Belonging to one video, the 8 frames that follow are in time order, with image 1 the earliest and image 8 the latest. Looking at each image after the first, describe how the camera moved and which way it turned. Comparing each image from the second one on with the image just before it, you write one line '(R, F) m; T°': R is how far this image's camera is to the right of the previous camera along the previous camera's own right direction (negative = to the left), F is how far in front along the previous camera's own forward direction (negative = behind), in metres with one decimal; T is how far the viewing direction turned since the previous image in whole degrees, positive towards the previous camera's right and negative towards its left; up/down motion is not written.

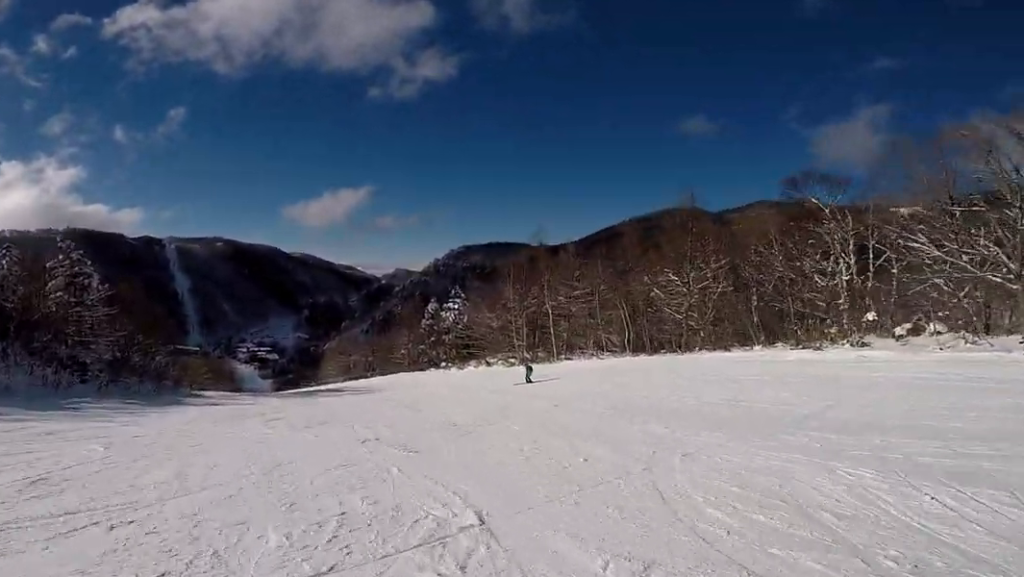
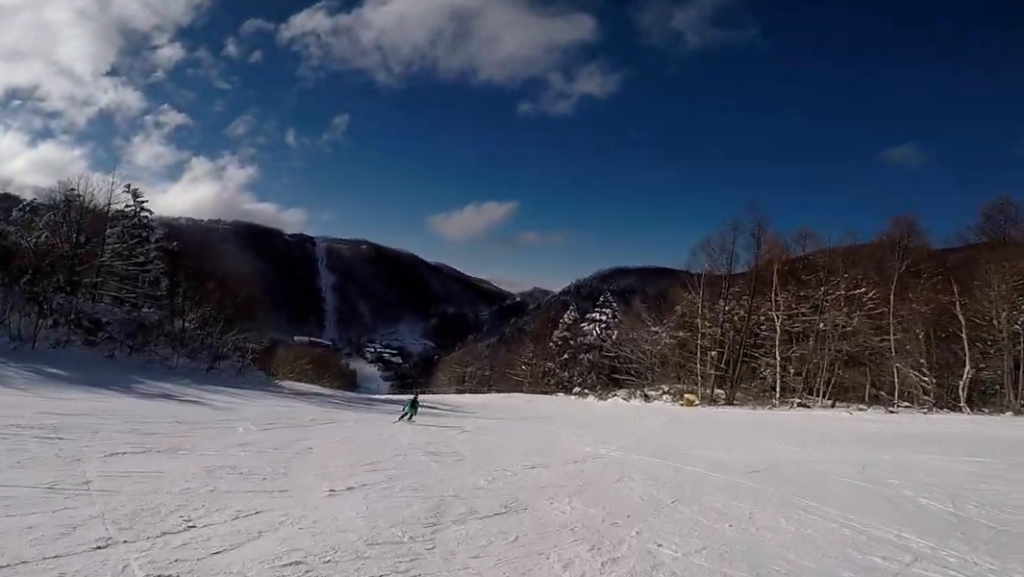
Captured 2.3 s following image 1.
(-2.3, +16.1) m; -21°
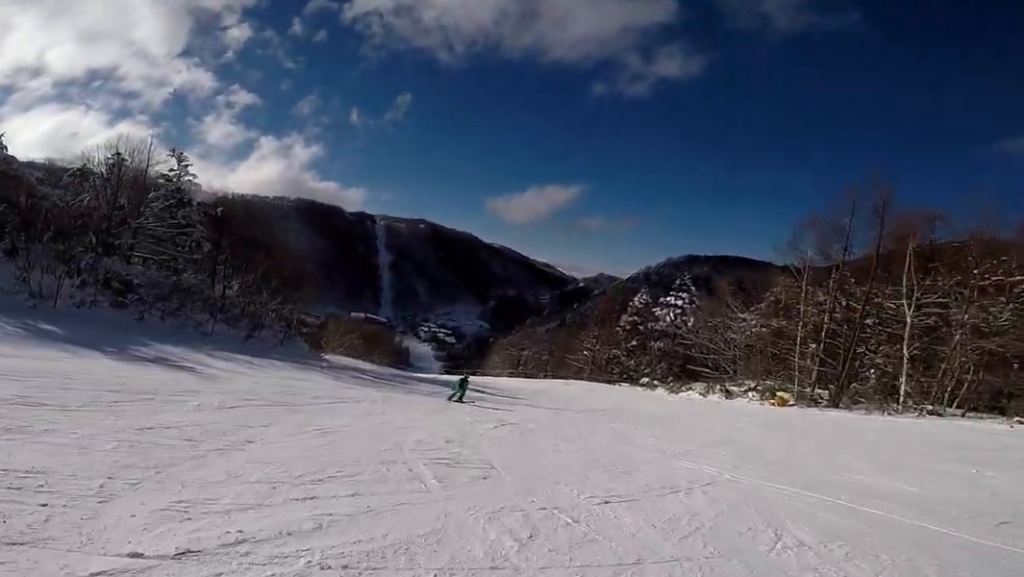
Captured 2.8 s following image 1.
(0.0, +3.6) m; +5°
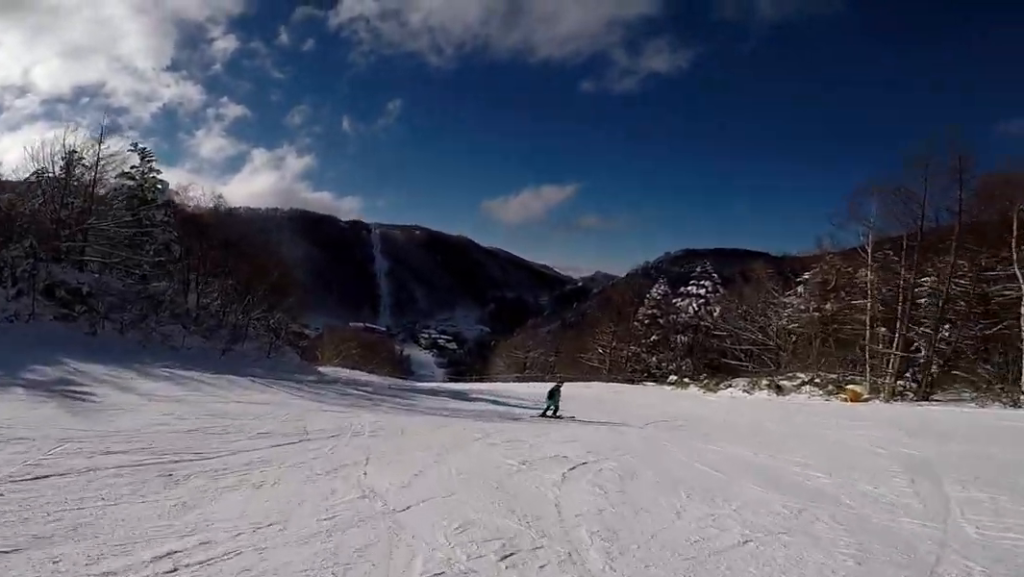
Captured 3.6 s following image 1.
(+0.1, +4.7) m; +8°
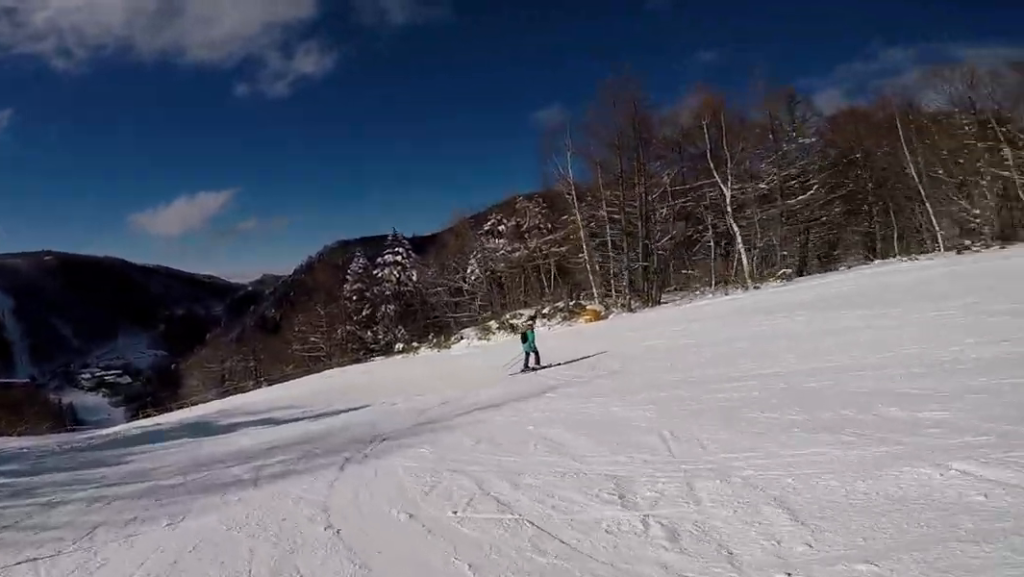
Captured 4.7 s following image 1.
(+1.2, +7.1) m; +15°
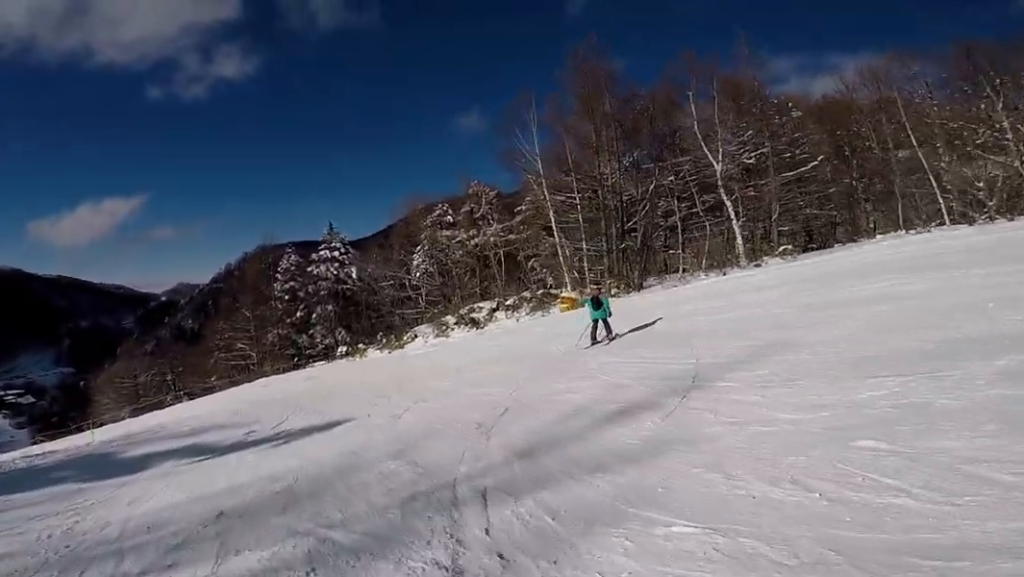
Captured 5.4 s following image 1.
(+0.1, +3.7) m; +9°
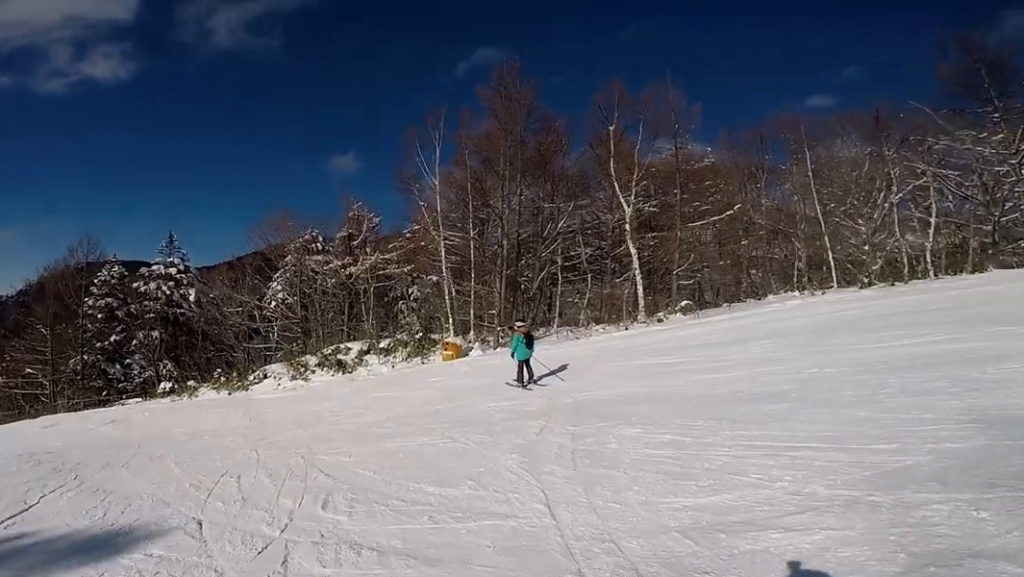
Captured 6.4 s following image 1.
(+0.7, +4.4) m; +21°
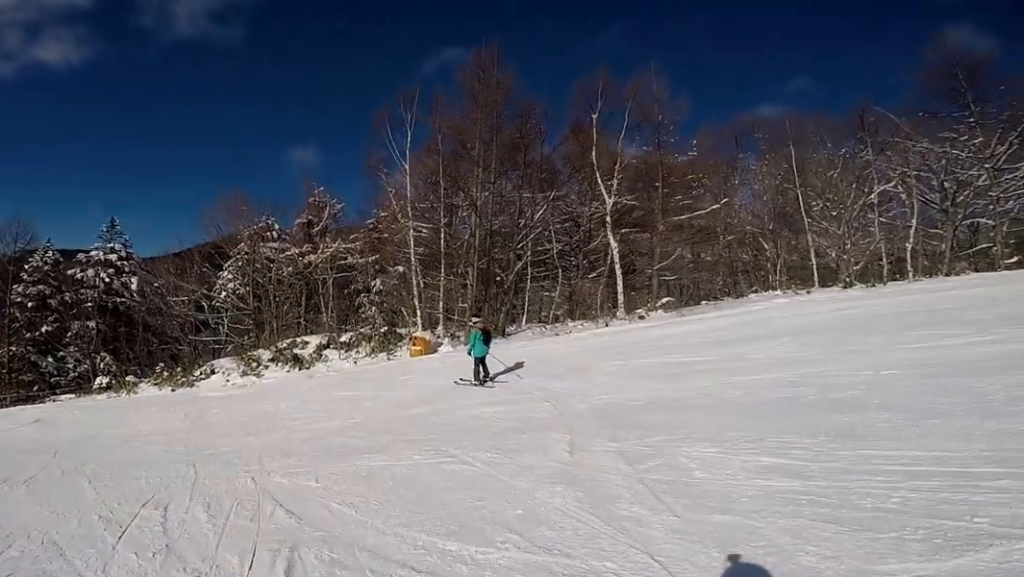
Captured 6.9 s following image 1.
(+0.6, +1.8) m; +1°
